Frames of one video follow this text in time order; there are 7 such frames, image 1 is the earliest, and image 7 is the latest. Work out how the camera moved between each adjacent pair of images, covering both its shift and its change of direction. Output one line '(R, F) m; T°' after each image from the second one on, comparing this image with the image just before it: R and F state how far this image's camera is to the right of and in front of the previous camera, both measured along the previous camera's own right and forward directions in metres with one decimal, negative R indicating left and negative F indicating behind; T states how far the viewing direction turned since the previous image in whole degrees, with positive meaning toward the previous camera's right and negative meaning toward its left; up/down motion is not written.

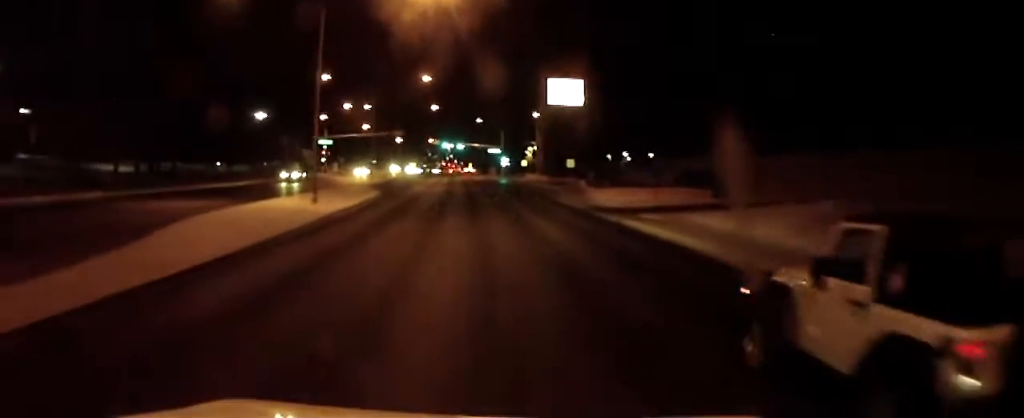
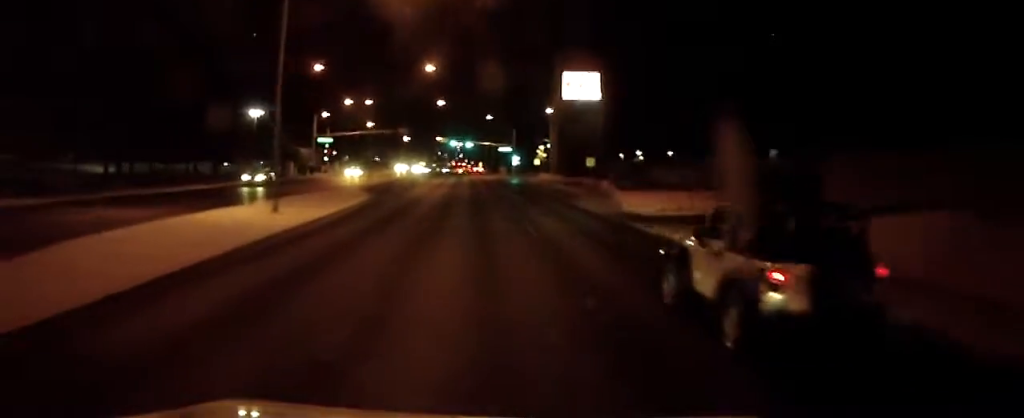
(-0.1, +6.6) m; -1°
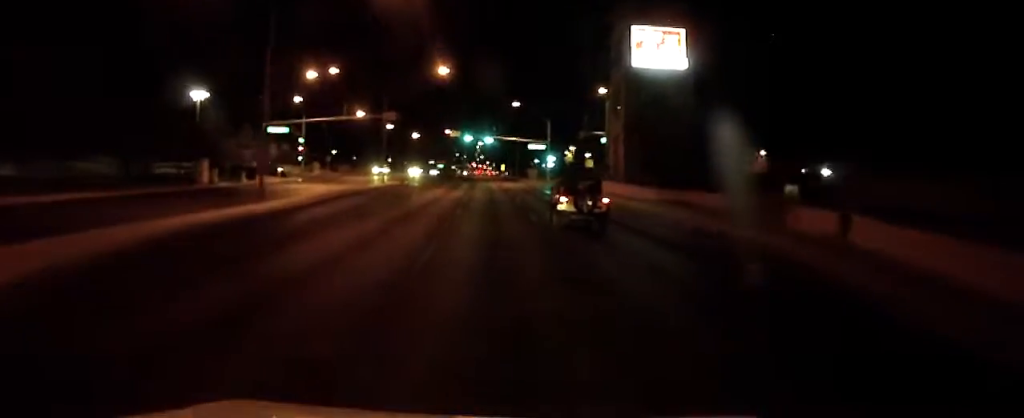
(-0.8, +32.7) m; -2°
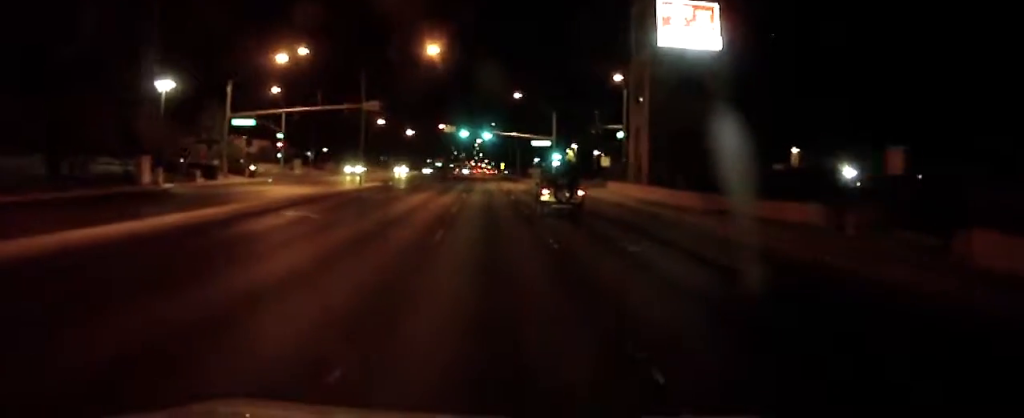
(0.0, +10.1) m; 0°
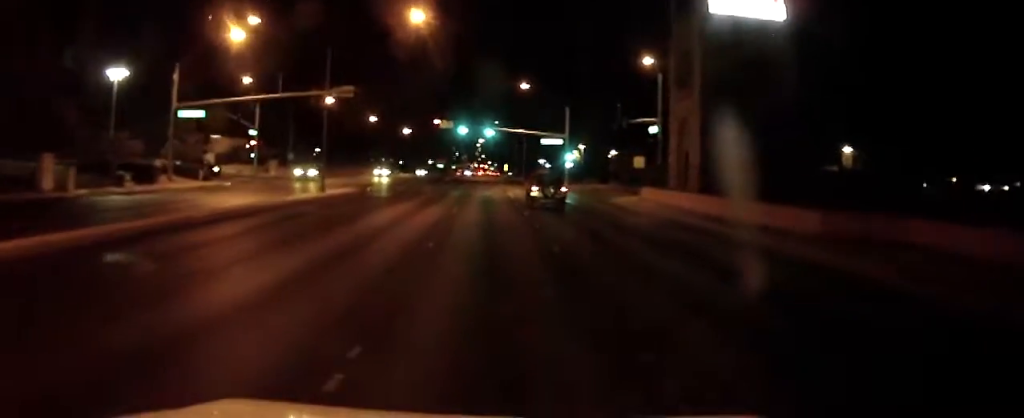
(0.0, +12.0) m; 0°
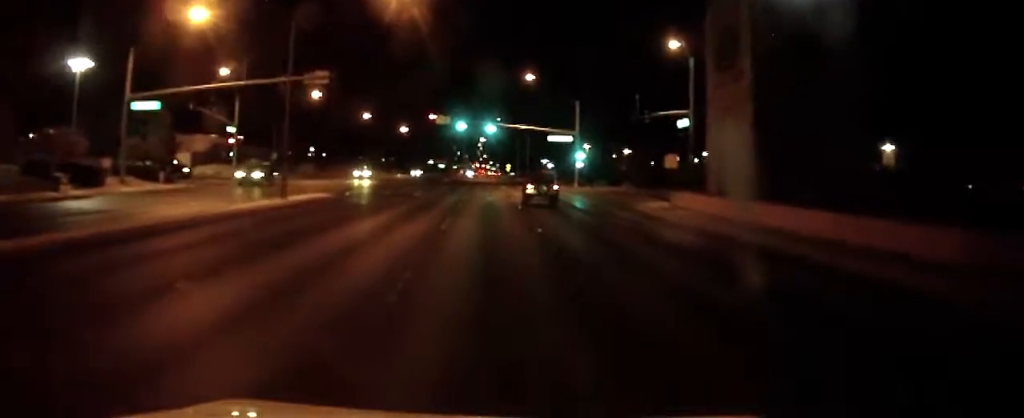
(0.0, +7.7) m; 0°
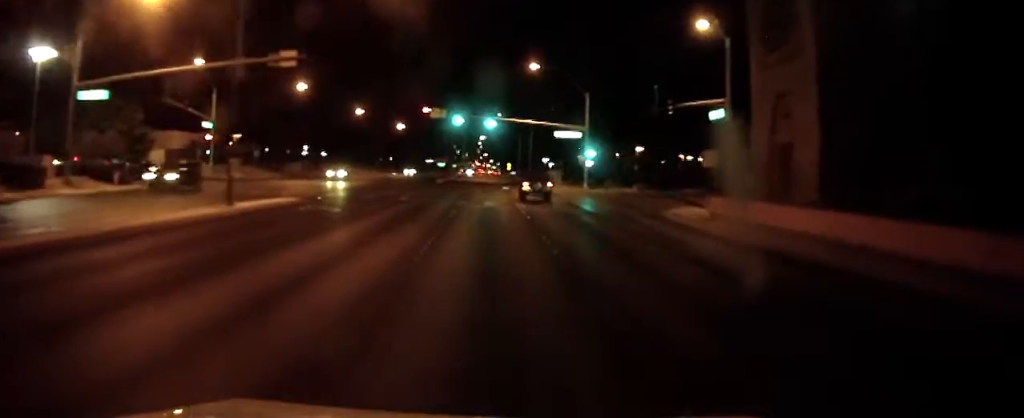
(0.0, +6.7) m; 0°
